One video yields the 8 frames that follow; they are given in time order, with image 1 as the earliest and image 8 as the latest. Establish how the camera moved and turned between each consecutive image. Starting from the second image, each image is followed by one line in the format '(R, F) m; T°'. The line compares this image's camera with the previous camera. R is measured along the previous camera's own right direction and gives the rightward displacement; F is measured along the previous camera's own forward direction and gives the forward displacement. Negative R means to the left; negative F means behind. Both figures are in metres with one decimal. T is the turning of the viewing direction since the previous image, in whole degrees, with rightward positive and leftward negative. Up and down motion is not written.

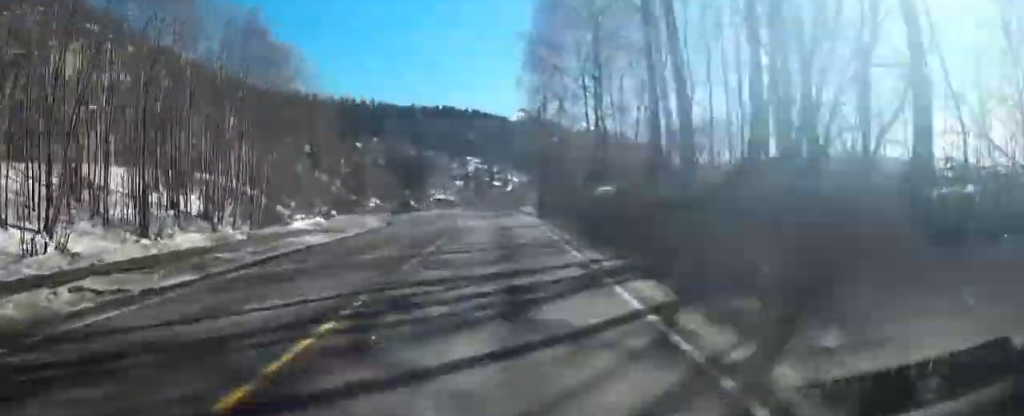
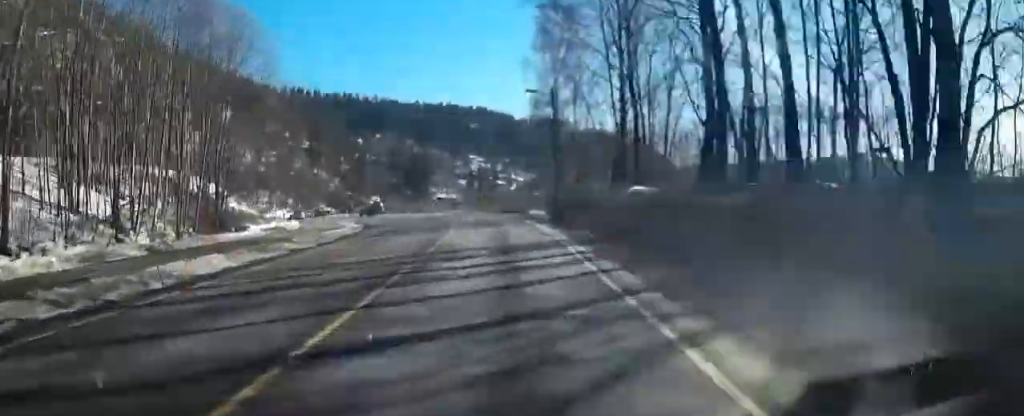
(0.0, +8.6) m; -1°
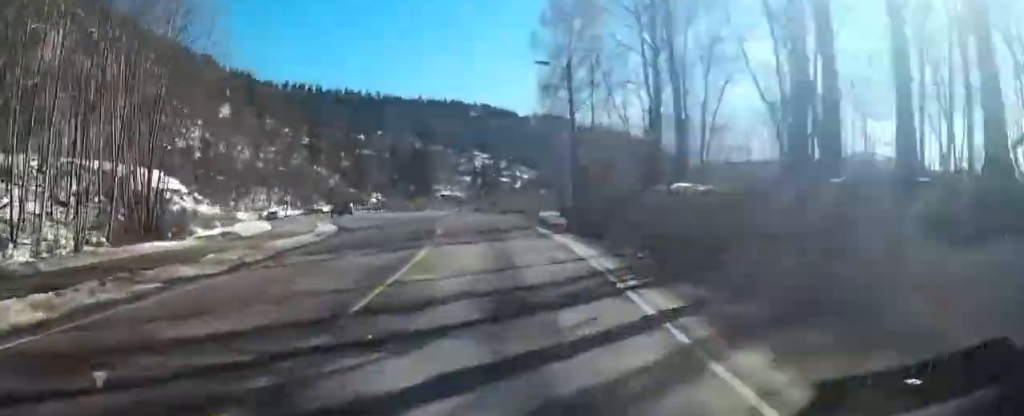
(+0.1, +7.6) m; -1°
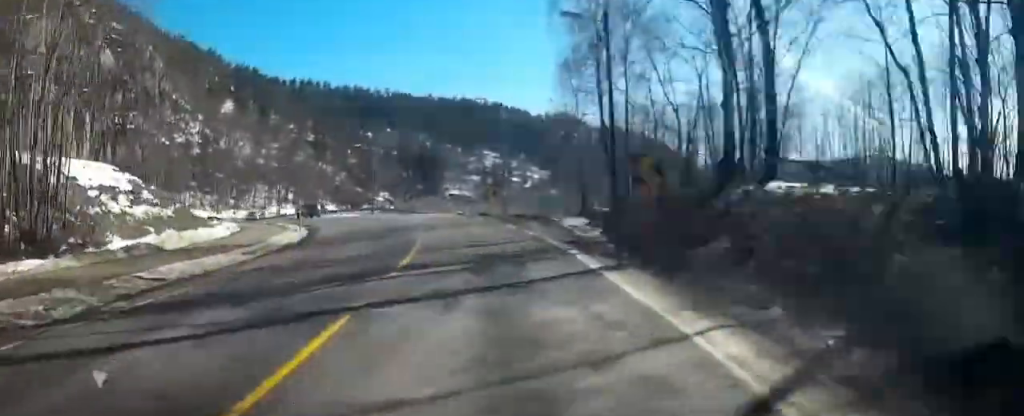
(-0.2, +8.6) m; -2°
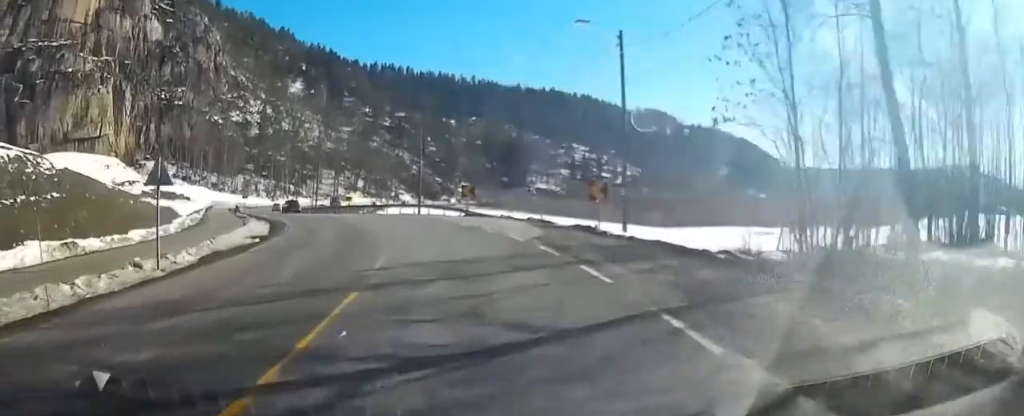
(-0.7, +22.4) m; -7°
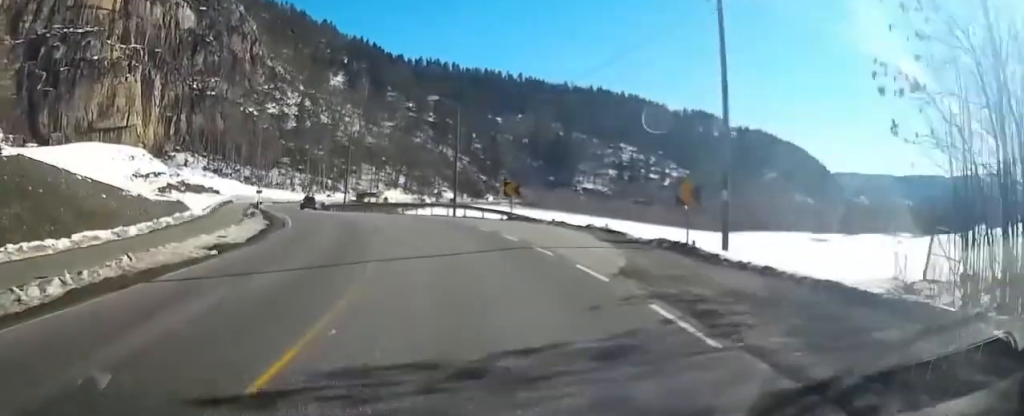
(-0.4, +7.7) m; -4°
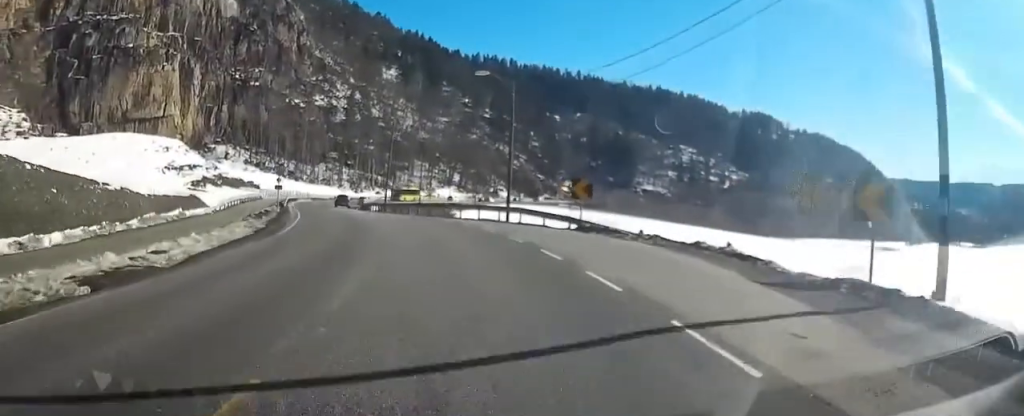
(-0.4, +8.7) m; -5°
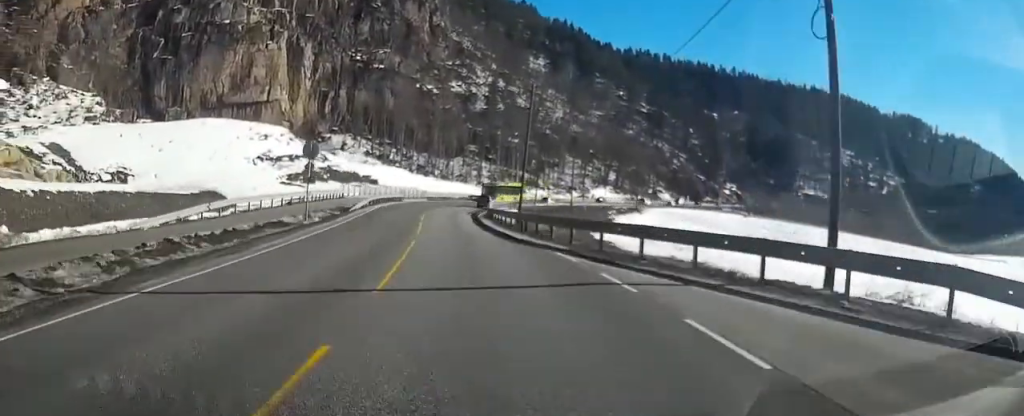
(-2.9, +22.3) m; -14°
